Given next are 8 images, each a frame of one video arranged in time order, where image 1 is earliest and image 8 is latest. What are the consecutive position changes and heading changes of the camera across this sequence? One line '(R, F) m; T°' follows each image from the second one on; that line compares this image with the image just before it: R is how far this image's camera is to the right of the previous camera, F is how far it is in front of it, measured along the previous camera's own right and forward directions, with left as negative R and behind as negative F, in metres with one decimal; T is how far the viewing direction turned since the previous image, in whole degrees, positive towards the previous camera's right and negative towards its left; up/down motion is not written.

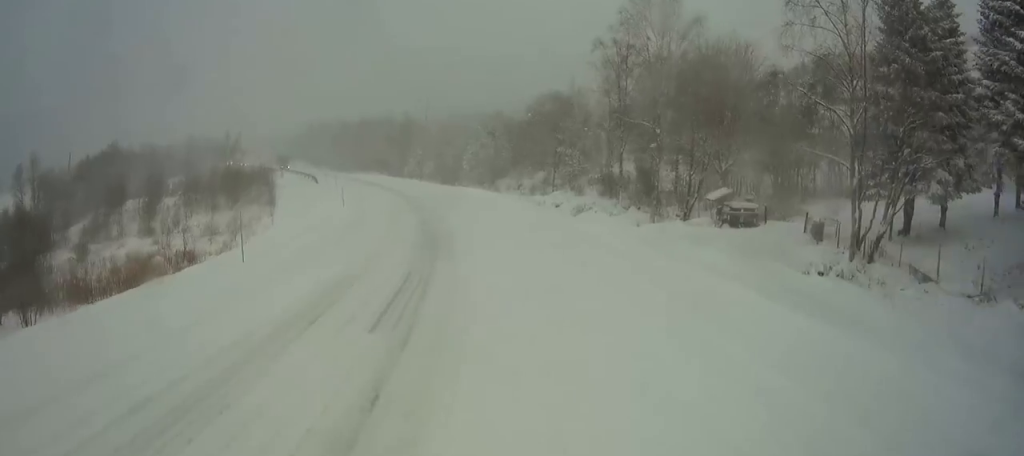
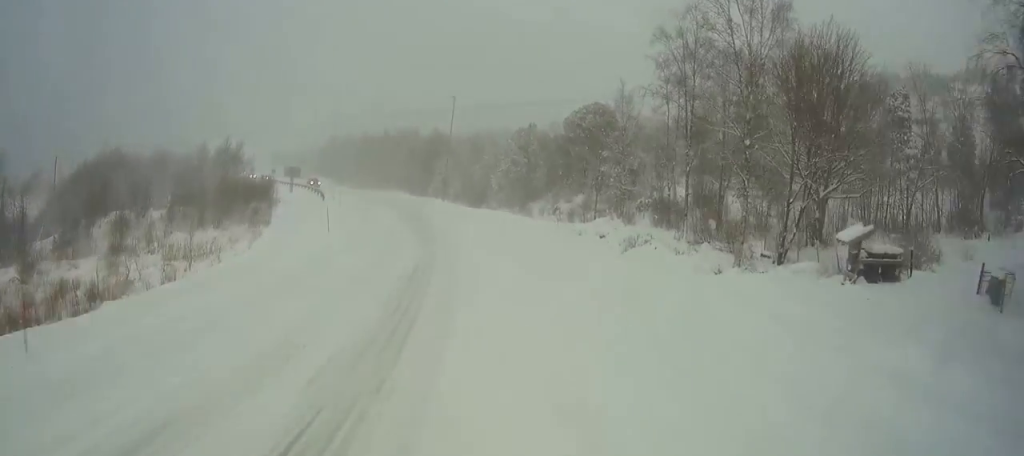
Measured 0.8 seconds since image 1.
(0.0, +10.3) m; 0°
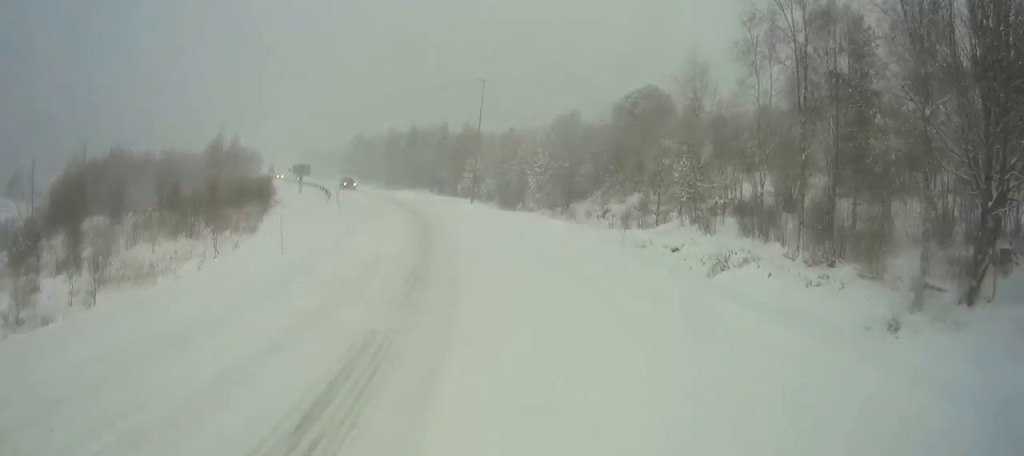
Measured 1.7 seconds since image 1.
(0.0, +11.5) m; -2°
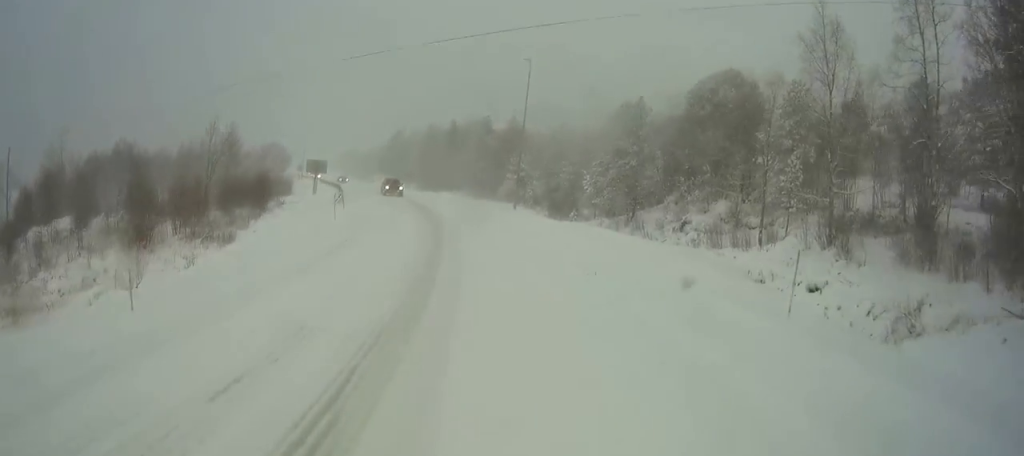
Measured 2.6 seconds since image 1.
(-0.2, +11.8) m; -8°
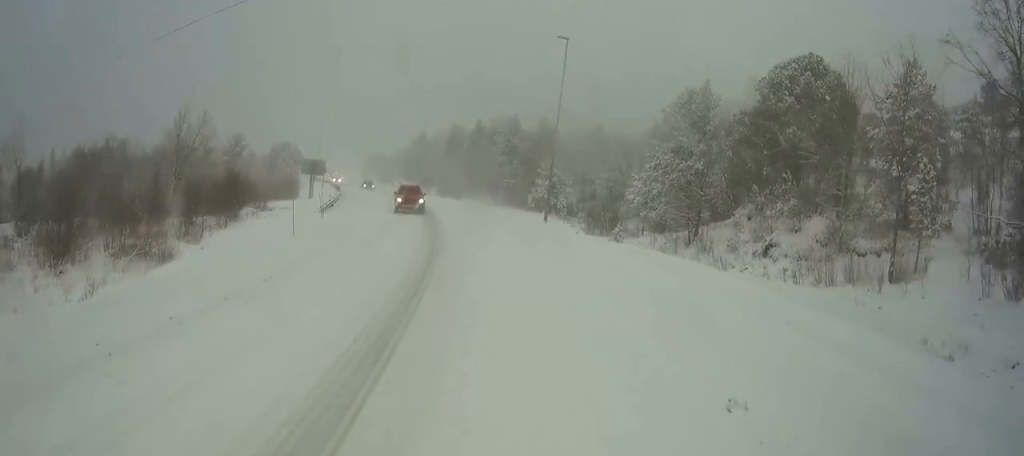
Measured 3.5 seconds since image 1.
(-1.3, +10.4) m; -7°
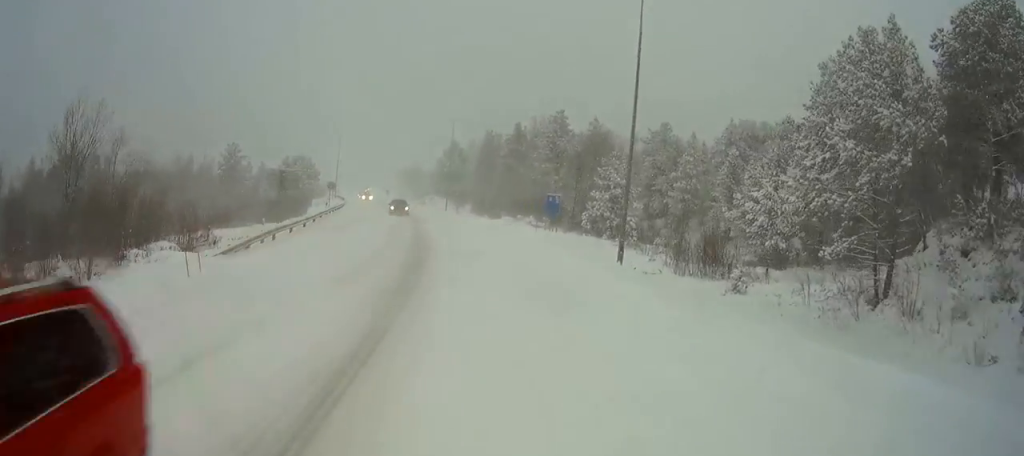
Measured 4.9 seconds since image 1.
(0.0, +17.4) m; -1°
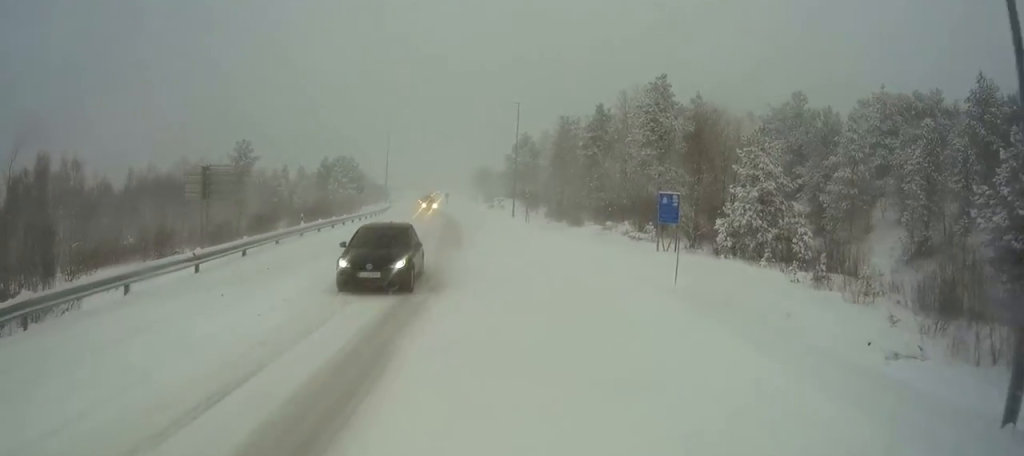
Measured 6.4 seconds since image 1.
(-0.7, +18.8) m; -6°
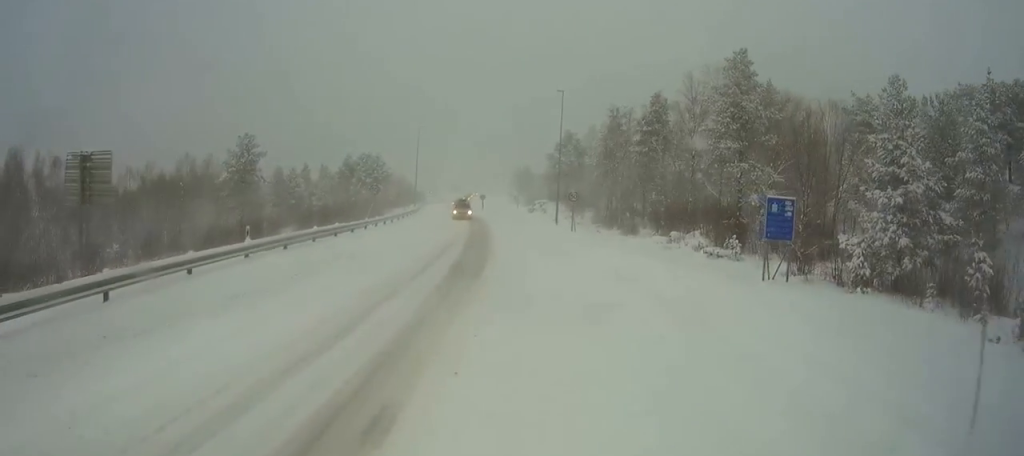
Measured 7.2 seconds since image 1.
(-0.3, +9.8) m; -3°
